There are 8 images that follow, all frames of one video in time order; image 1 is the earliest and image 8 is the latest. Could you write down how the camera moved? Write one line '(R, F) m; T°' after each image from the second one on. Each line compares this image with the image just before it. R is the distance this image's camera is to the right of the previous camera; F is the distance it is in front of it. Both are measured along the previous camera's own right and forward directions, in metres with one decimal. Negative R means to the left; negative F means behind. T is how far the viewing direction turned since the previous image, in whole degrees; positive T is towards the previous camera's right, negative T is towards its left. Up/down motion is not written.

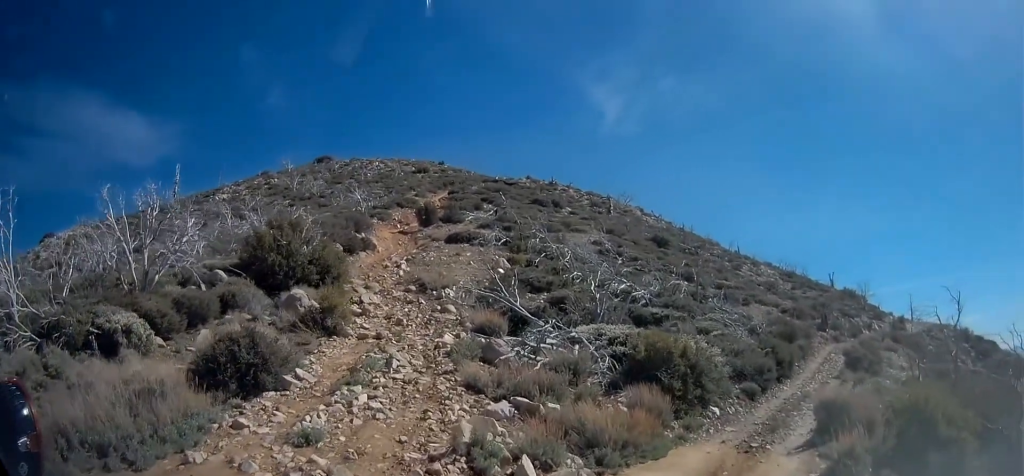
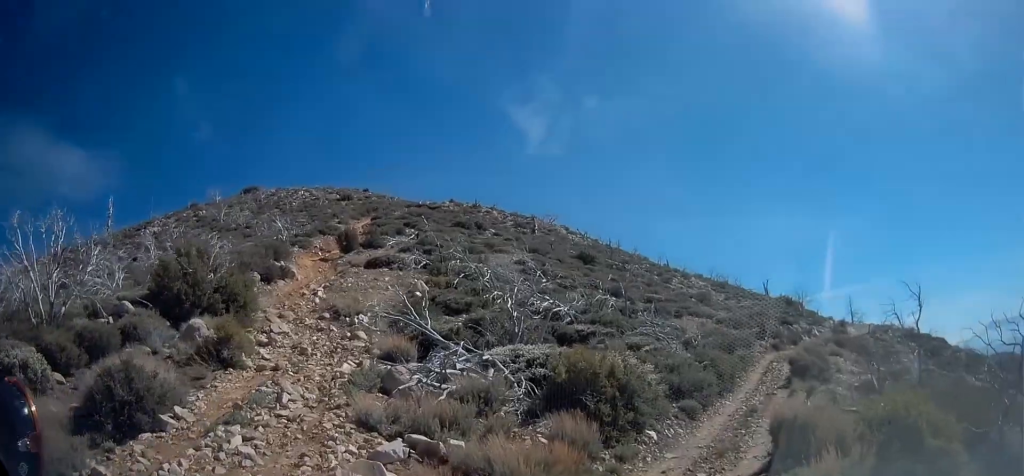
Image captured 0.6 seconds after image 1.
(+0.2, +1.7) m; +5°
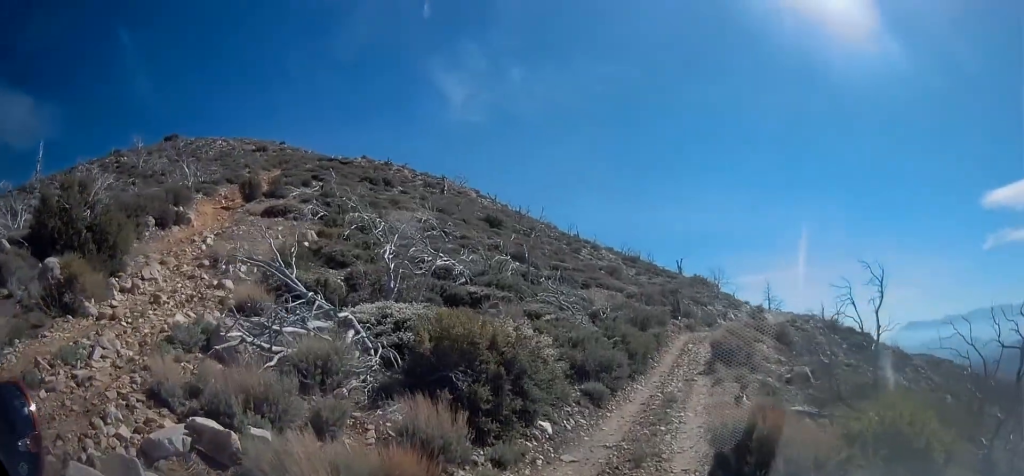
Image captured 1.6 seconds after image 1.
(+0.1, +2.9) m; +5°
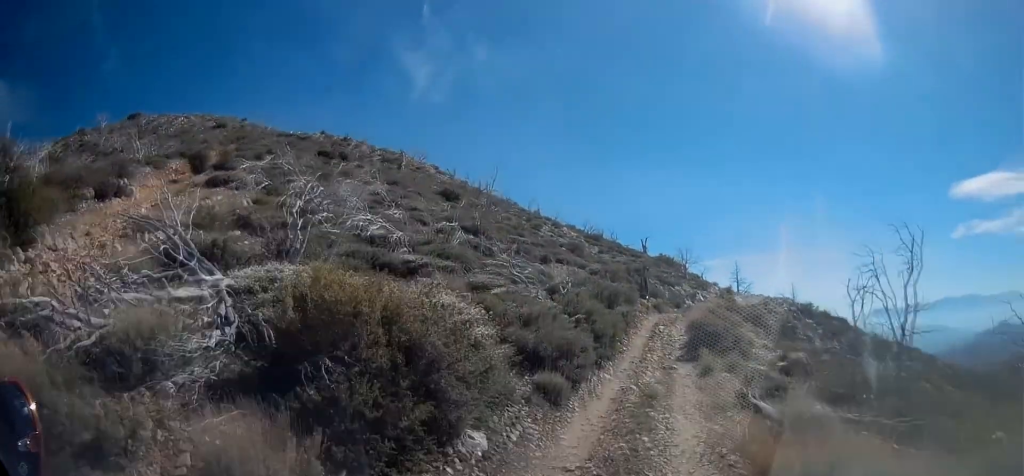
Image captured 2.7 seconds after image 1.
(+0.2, +3.0) m; +6°
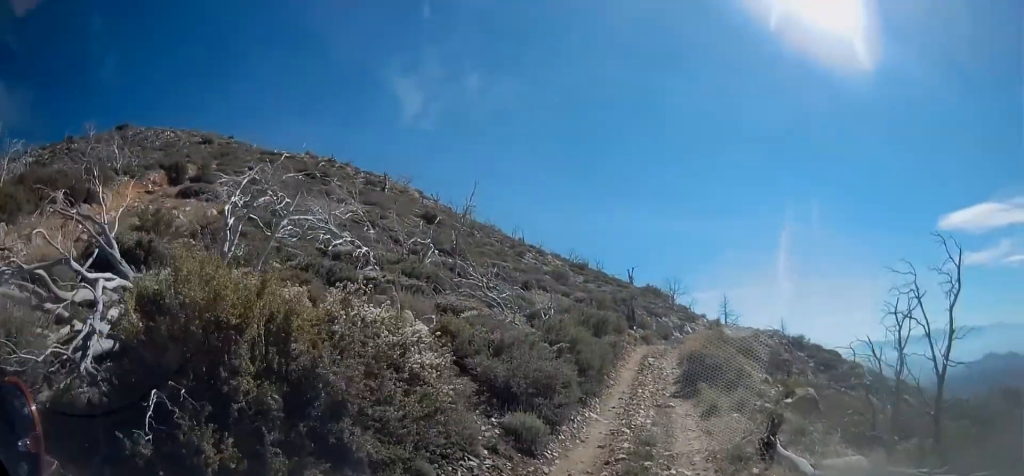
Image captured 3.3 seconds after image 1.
(+0.2, +1.9) m; +1°
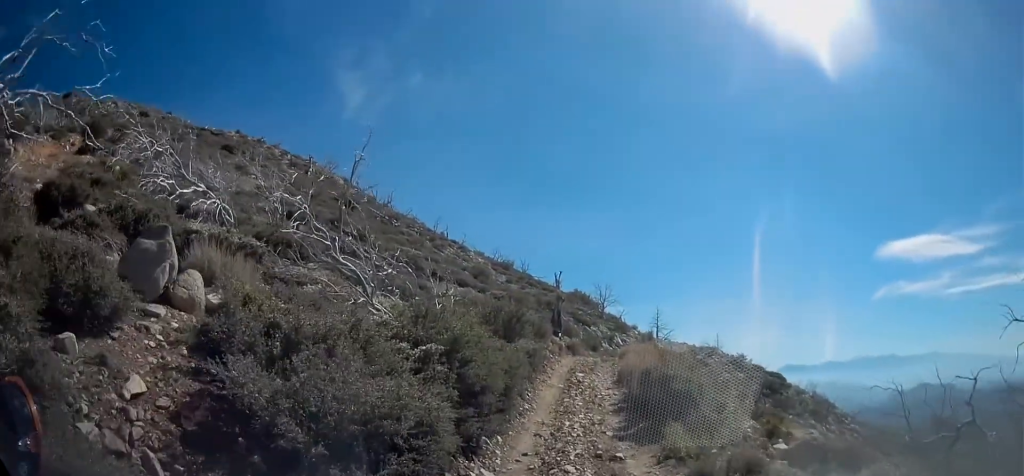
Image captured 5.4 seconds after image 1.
(-0.4, +5.5) m; +7°
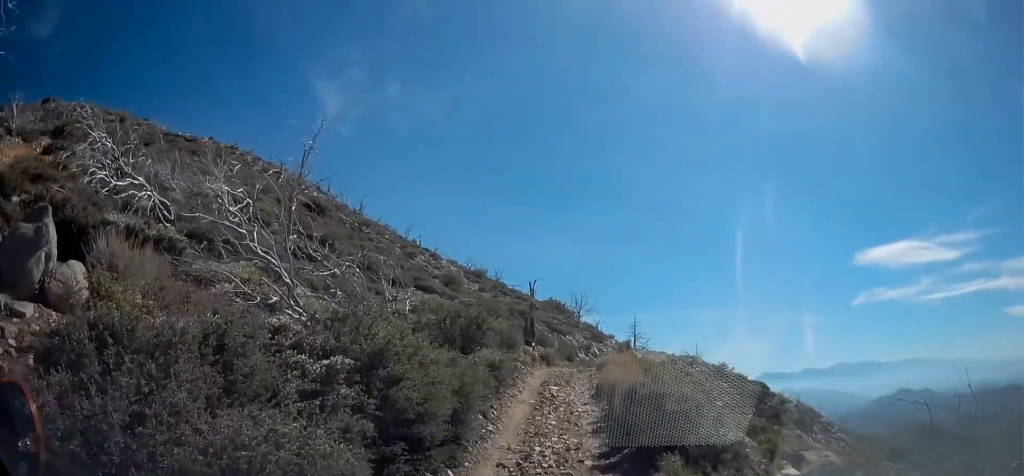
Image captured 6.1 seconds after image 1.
(+0.4, +1.7) m; +1°
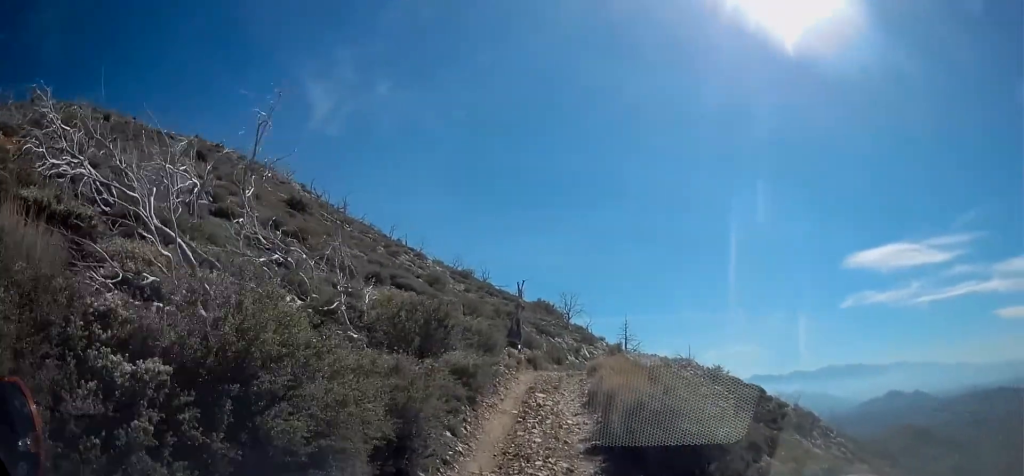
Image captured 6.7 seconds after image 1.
(-0.2, +1.9) m; 0°
